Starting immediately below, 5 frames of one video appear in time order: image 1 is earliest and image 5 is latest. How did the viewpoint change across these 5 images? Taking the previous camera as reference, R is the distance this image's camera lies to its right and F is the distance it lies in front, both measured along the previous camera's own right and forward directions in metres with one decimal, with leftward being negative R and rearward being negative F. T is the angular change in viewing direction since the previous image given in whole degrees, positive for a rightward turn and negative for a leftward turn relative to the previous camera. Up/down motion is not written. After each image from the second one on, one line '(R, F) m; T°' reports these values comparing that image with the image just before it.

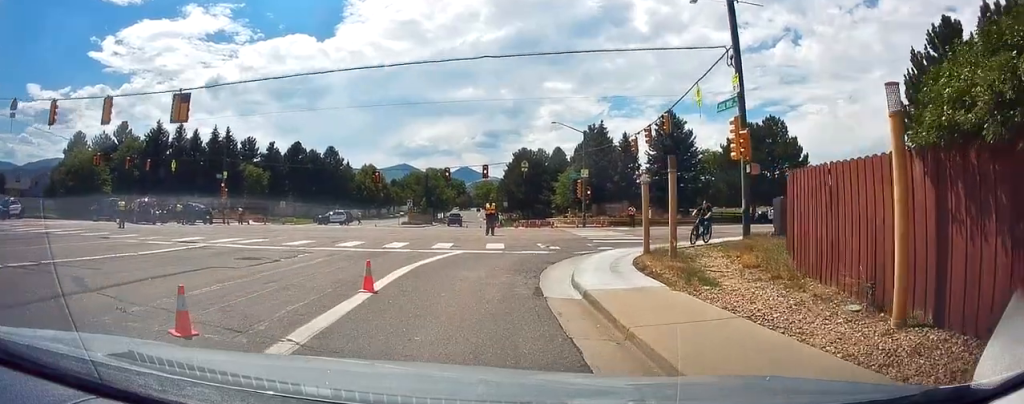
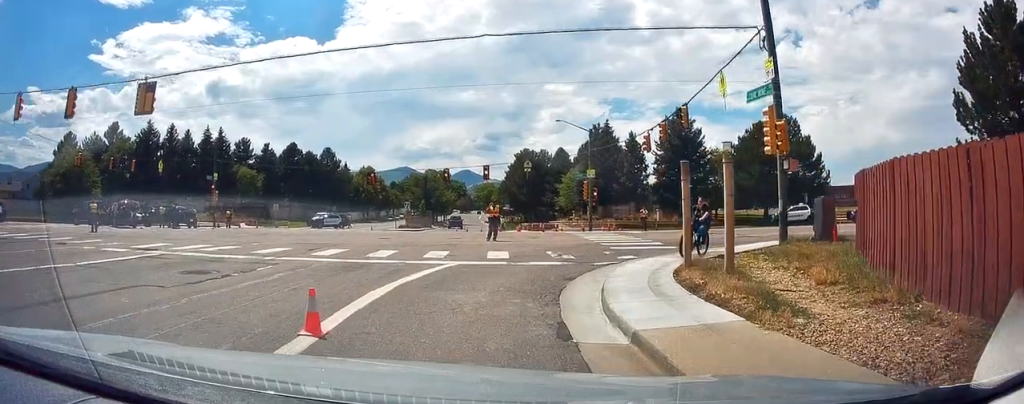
(0.0, +3.7) m; 0°
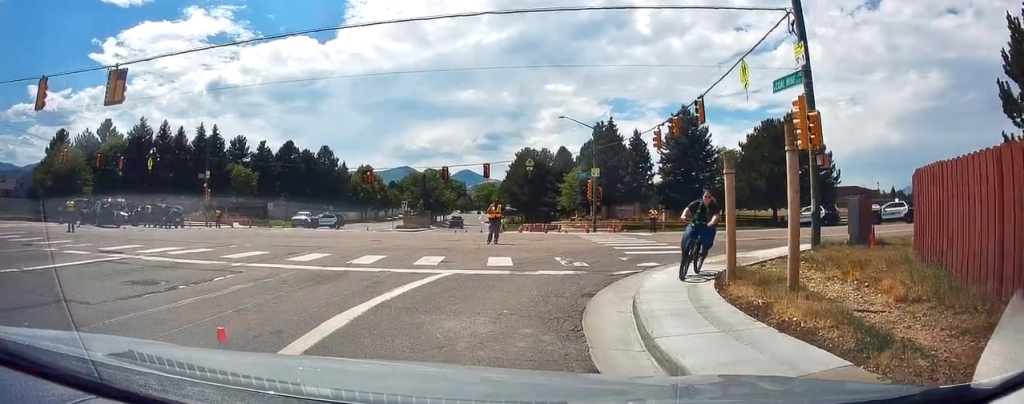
(0.0, +2.7) m; 0°
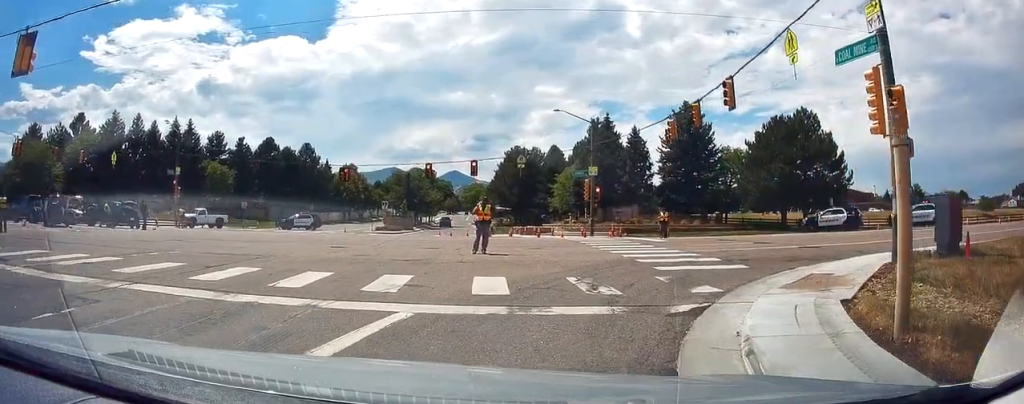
(+0.3, +5.8) m; +10°
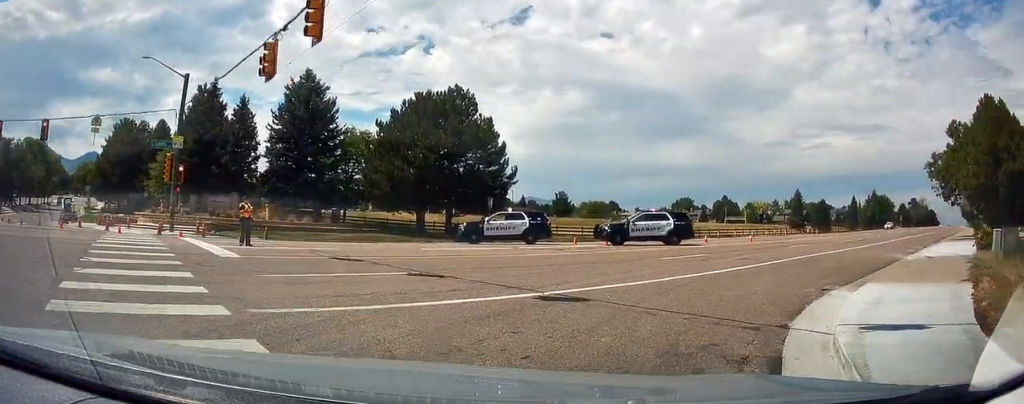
(+3.2, +10.5) m; +38°
